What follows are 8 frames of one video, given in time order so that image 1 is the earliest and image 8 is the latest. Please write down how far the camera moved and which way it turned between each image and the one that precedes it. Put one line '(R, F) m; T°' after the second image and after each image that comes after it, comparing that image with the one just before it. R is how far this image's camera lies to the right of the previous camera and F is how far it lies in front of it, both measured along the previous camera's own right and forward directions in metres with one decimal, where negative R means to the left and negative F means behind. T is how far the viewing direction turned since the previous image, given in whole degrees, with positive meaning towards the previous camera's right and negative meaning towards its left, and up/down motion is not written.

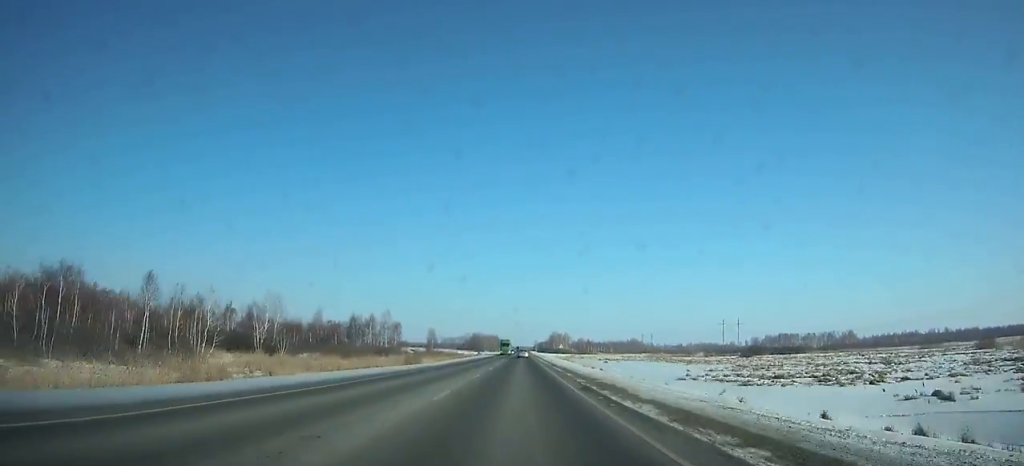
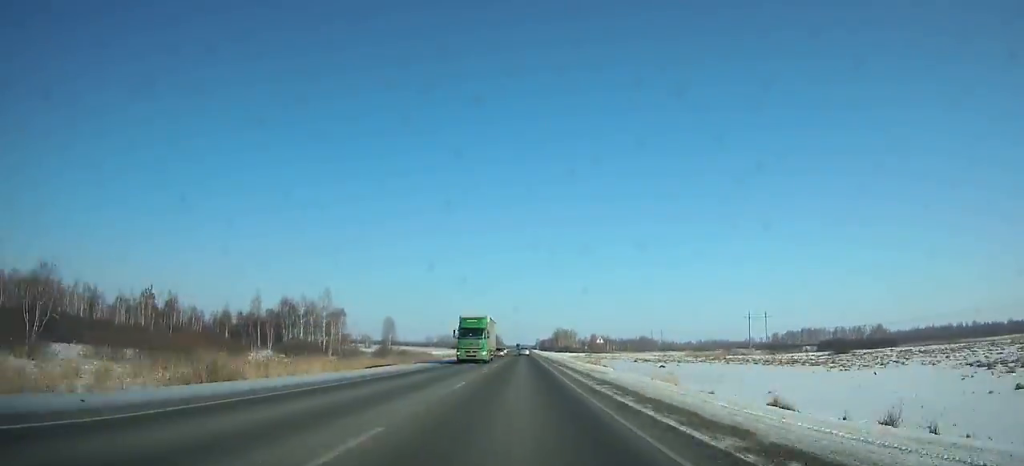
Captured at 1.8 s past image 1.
(0.0, +55.8) m; 0°
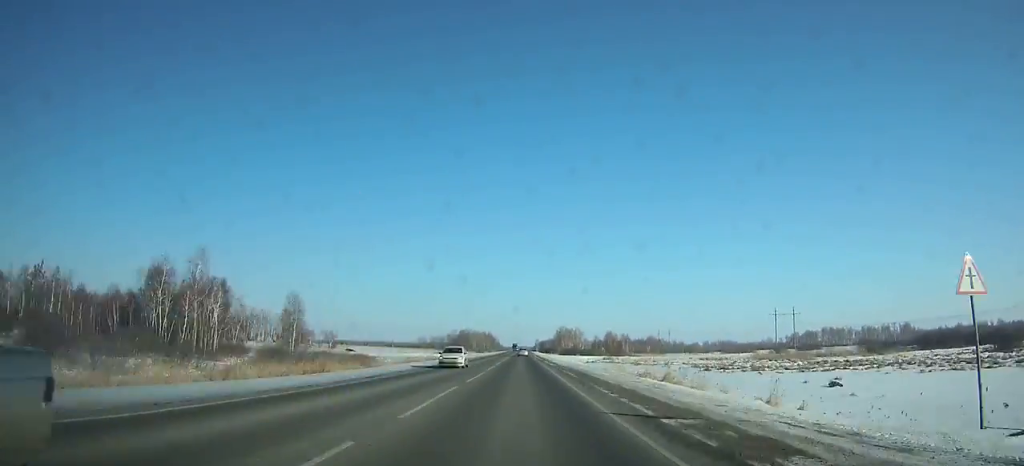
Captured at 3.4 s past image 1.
(0.0, +49.8) m; 0°
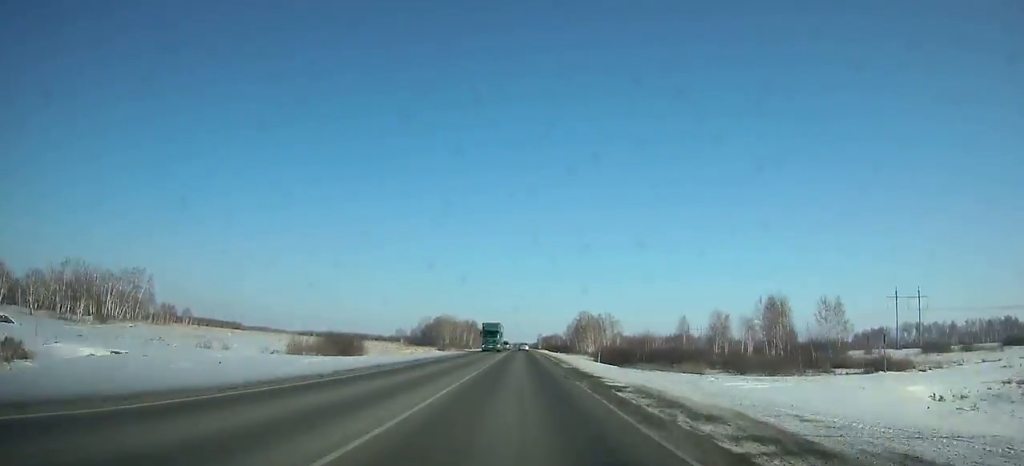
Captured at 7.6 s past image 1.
(+0.8, +132.1) m; 0°
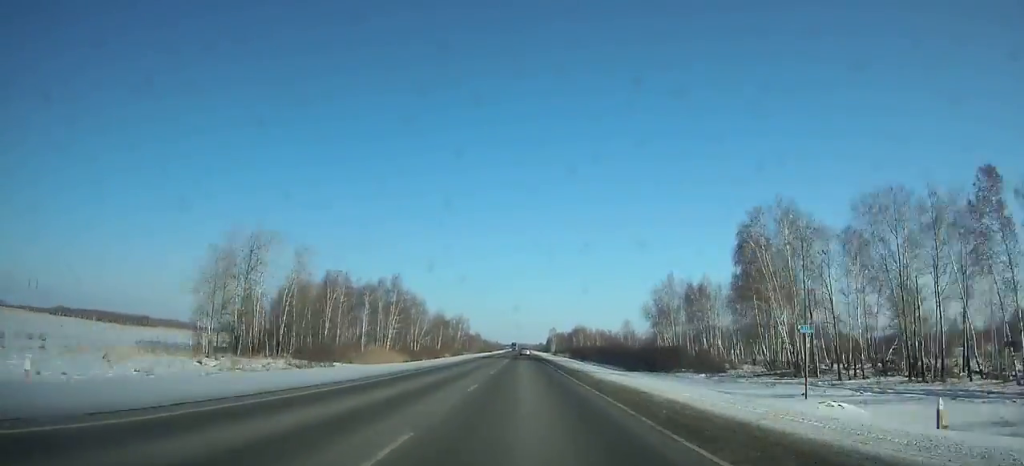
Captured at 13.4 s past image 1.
(-0.2, +184.3) m; 0°
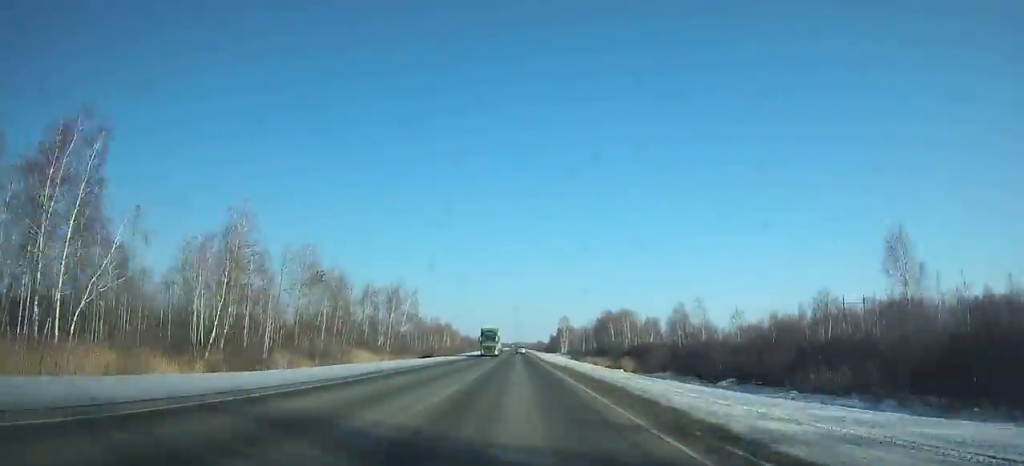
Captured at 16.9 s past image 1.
(-0.1, +112.4) m; 0°
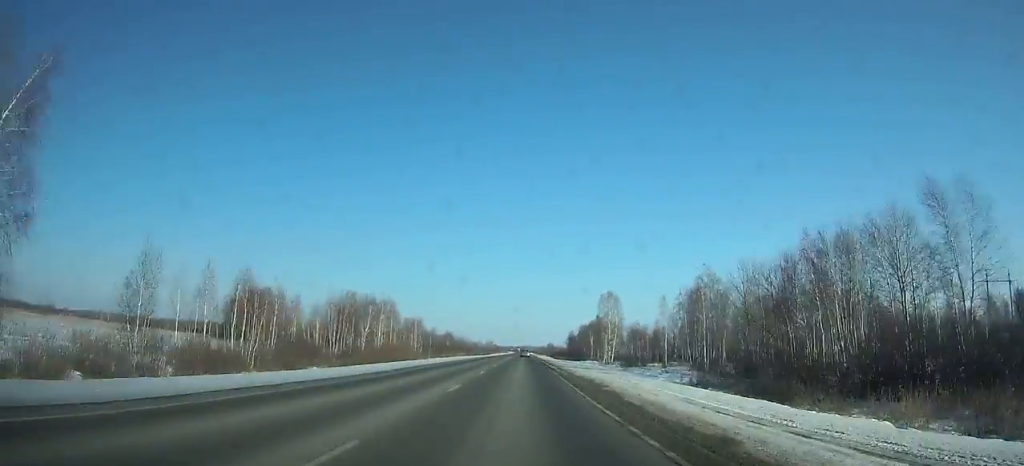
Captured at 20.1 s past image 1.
(0.0, +103.3) m; 0°
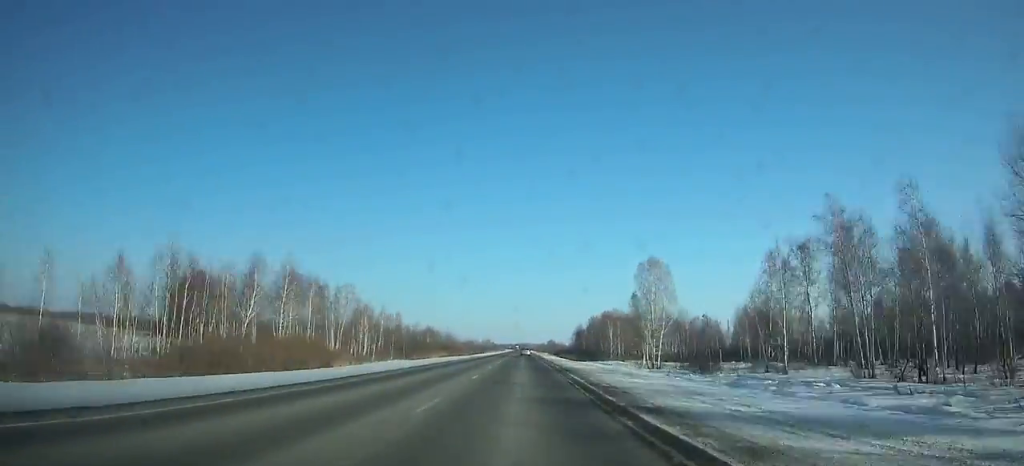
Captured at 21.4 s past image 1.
(0.0, +42.1) m; 0°
